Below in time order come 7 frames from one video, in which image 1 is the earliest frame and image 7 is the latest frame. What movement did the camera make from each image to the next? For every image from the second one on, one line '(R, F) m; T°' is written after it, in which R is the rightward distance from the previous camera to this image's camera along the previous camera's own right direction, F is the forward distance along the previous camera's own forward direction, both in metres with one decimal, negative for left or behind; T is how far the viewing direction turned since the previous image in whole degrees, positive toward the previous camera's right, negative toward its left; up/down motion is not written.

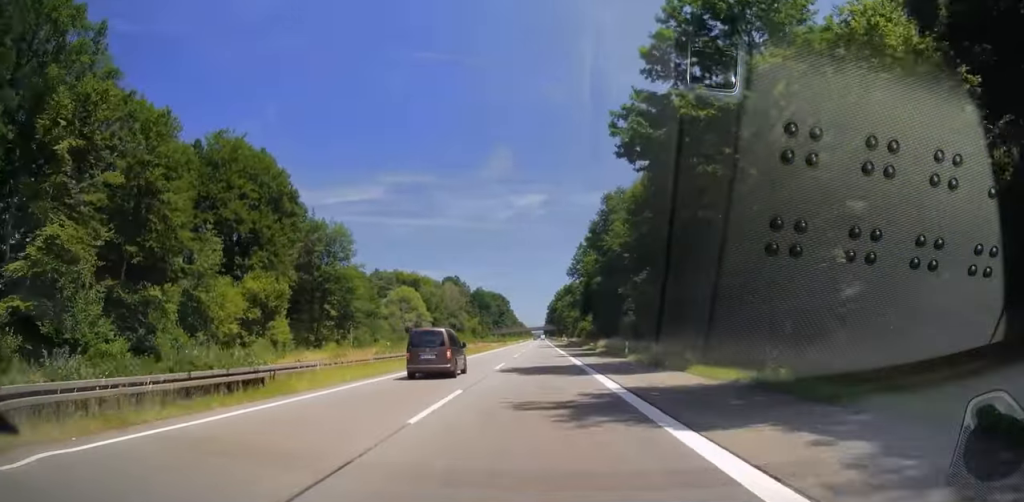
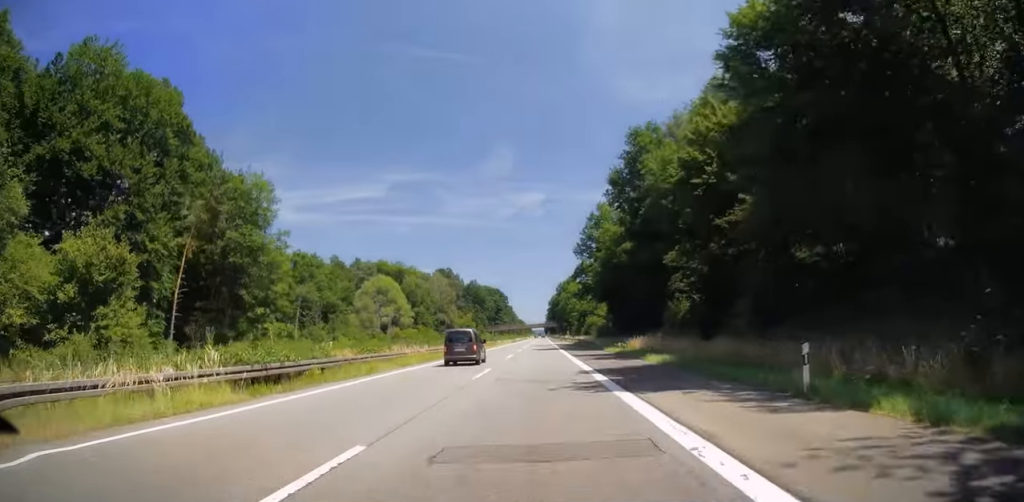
(0.0, +26.5) m; 0°
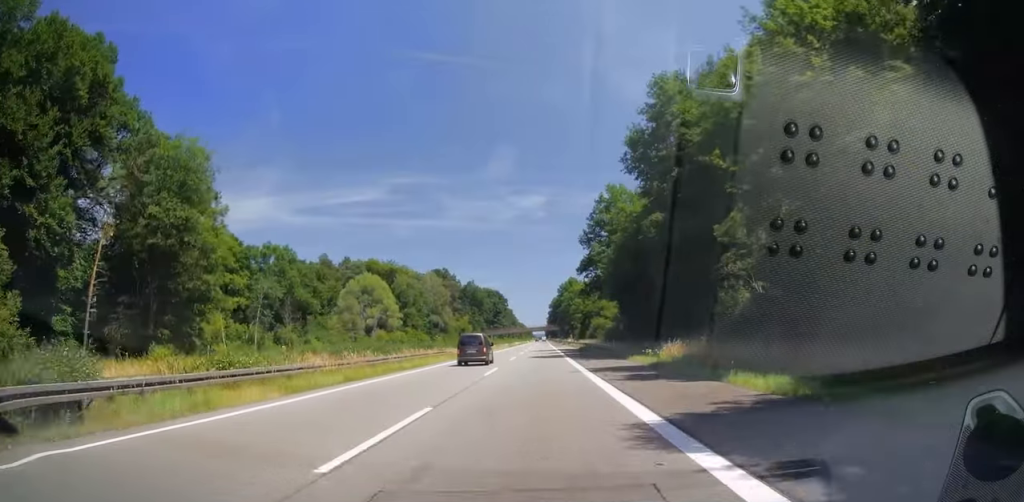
(0.0, +13.3) m; 0°
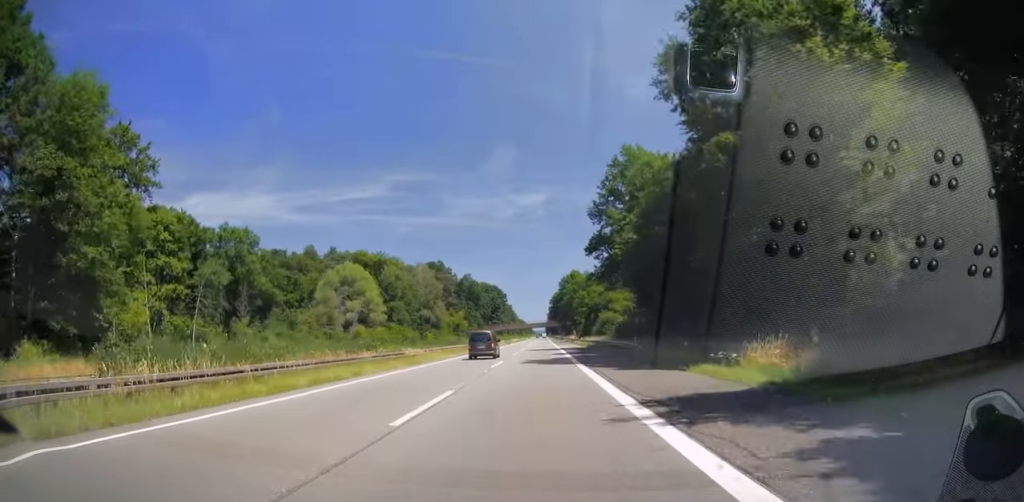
(0.0, +14.7) m; 0°
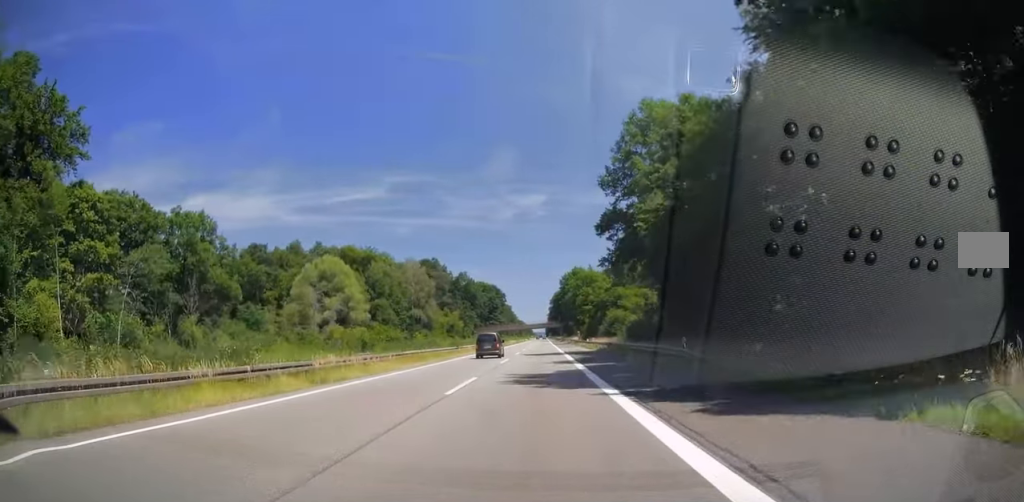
(0.0, +12.8) m; 0°
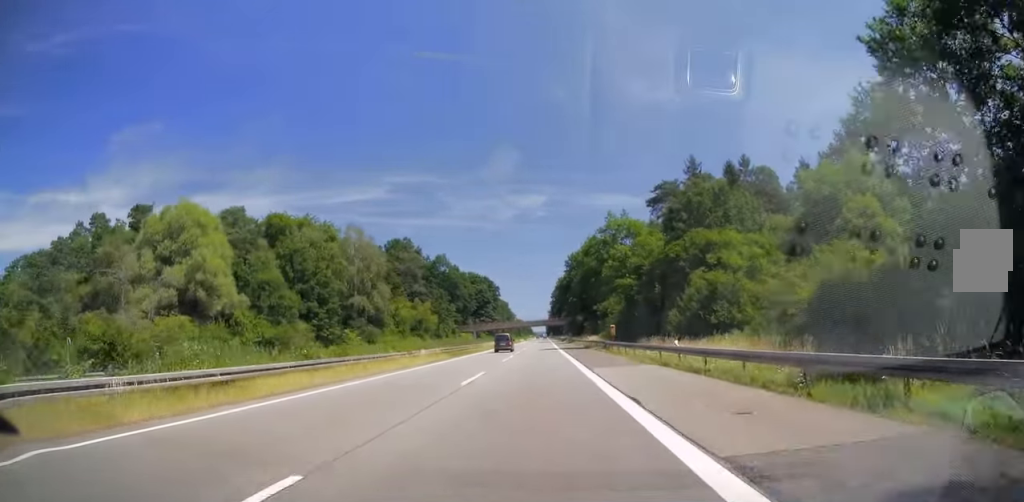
(+0.6, +51.1) m; +2°
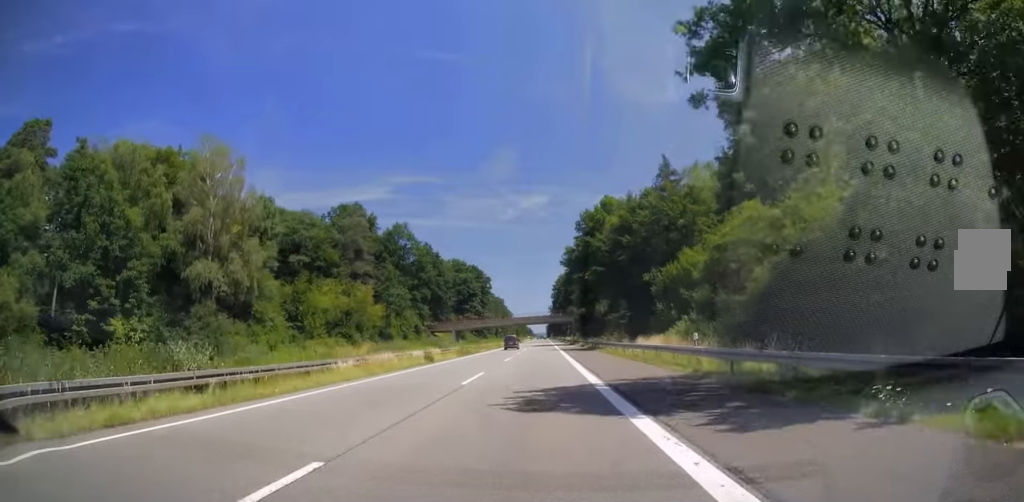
(-0.7, +53.4) m; -1°
